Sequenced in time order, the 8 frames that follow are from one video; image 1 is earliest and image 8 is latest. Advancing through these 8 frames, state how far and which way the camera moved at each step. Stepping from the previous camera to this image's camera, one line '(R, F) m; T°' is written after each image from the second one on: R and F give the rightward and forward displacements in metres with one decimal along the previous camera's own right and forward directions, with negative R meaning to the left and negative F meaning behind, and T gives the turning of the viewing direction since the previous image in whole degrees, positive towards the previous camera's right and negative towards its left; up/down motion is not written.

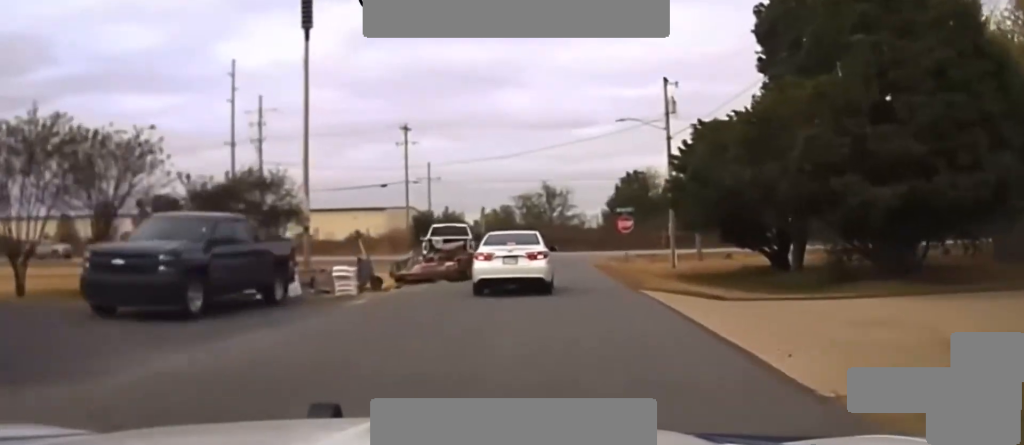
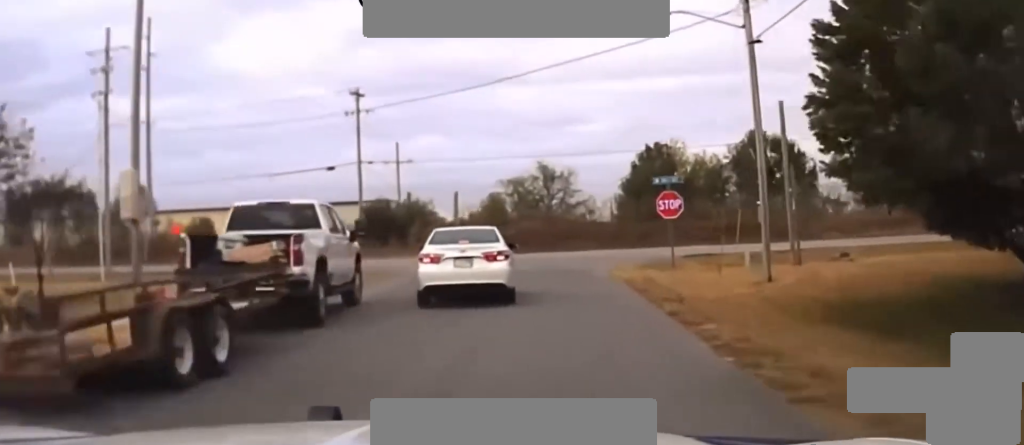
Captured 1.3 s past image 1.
(-0.2, +21.7) m; -2°
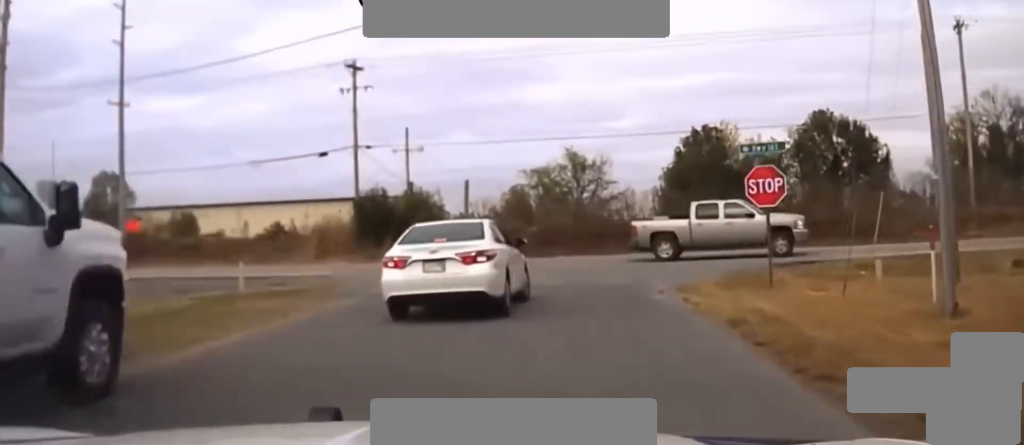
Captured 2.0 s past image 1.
(-0.2, +12.4) m; 0°
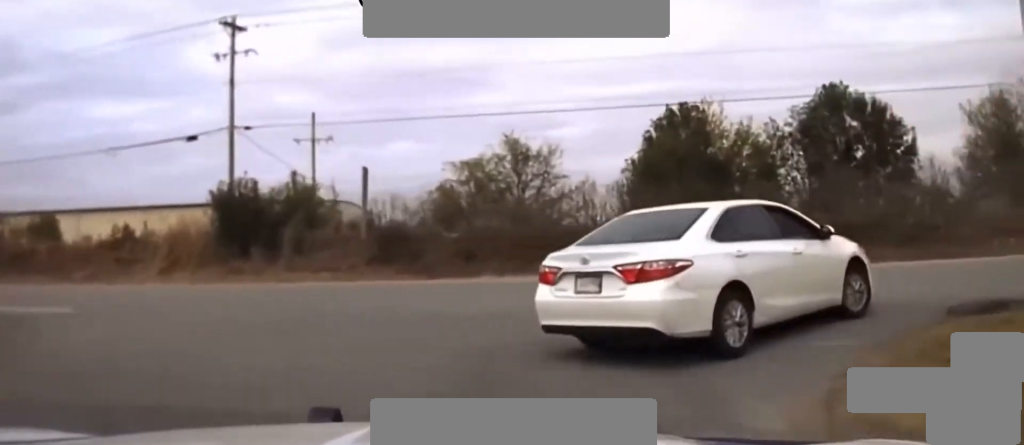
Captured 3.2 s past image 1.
(+1.4, +15.5) m; +21°
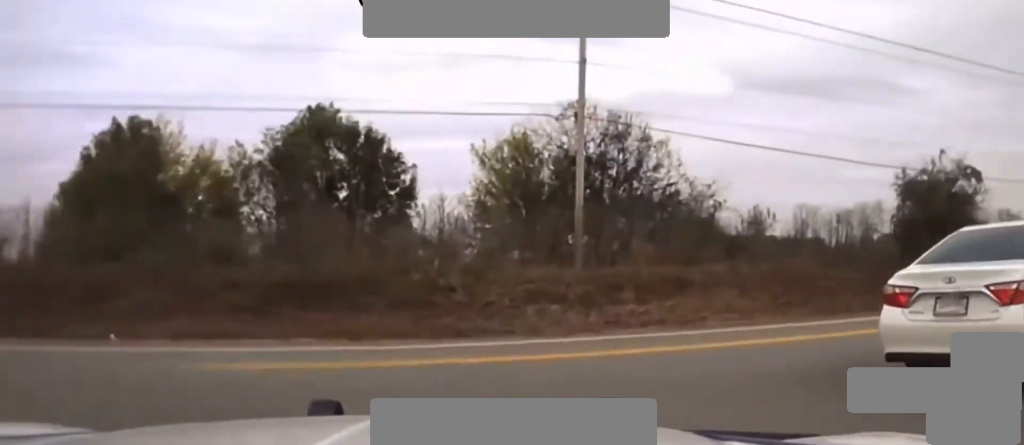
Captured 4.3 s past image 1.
(+3.4, +11.0) m; +24°
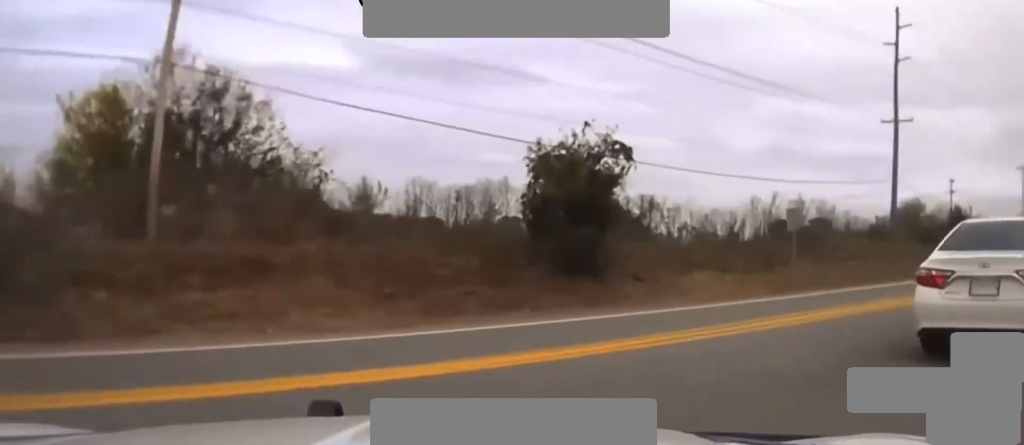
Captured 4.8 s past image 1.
(-0.7, +5.3) m; +13°
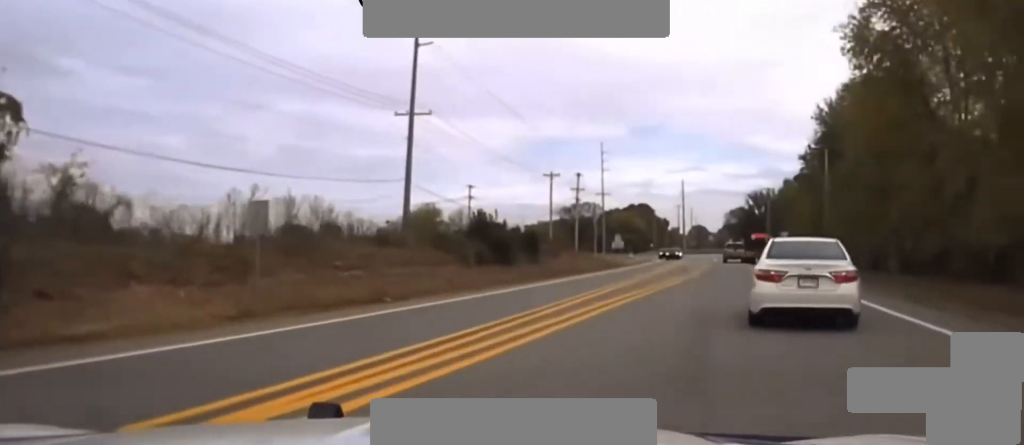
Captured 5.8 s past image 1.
(+3.0, +6.6) m; +35°
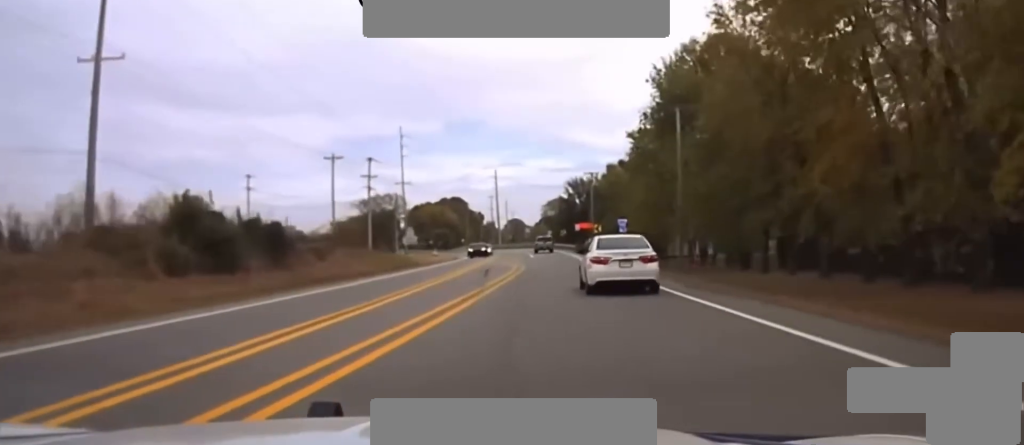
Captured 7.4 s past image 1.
(+3.4, +17.0) m; +12°
